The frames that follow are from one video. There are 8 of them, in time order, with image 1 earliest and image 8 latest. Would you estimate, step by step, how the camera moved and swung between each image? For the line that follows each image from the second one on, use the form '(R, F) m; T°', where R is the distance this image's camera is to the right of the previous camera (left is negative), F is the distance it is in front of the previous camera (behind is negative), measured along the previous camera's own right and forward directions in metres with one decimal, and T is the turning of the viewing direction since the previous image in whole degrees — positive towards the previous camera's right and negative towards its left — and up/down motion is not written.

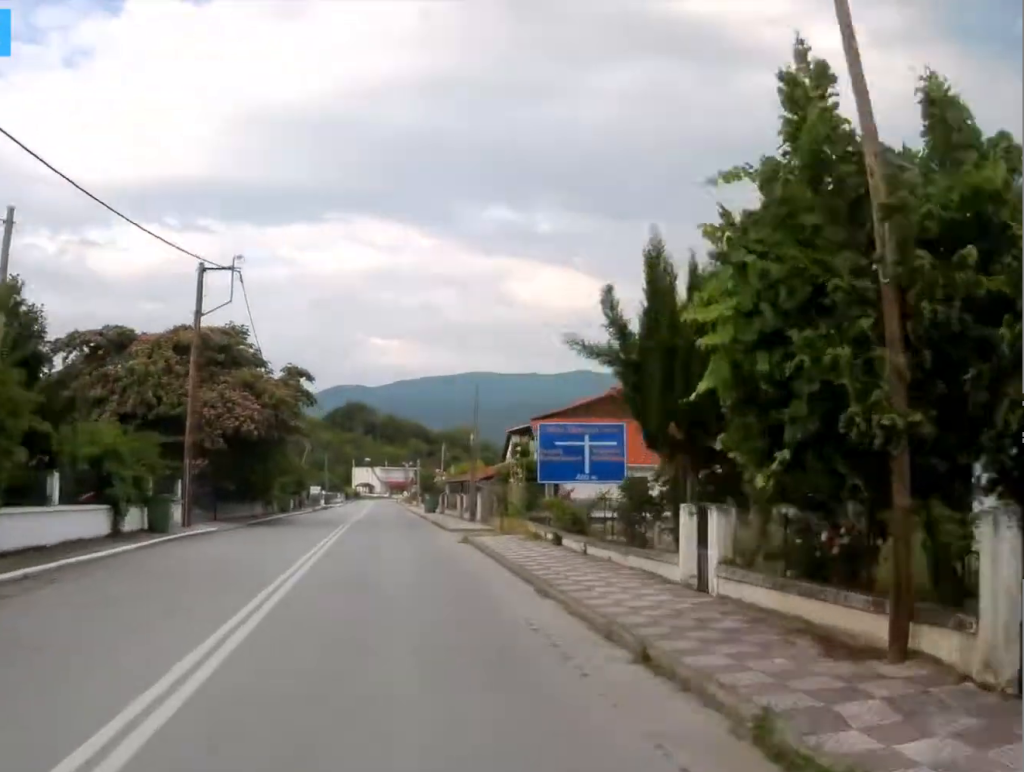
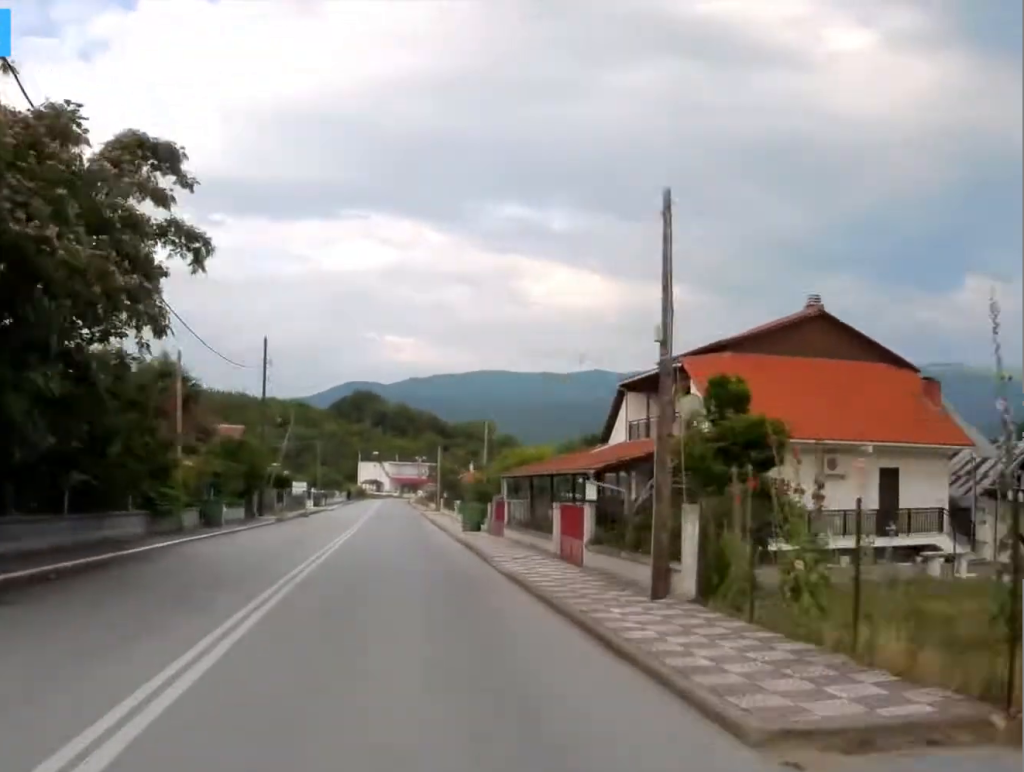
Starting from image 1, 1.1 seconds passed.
(-0.3, +27.3) m; -1°
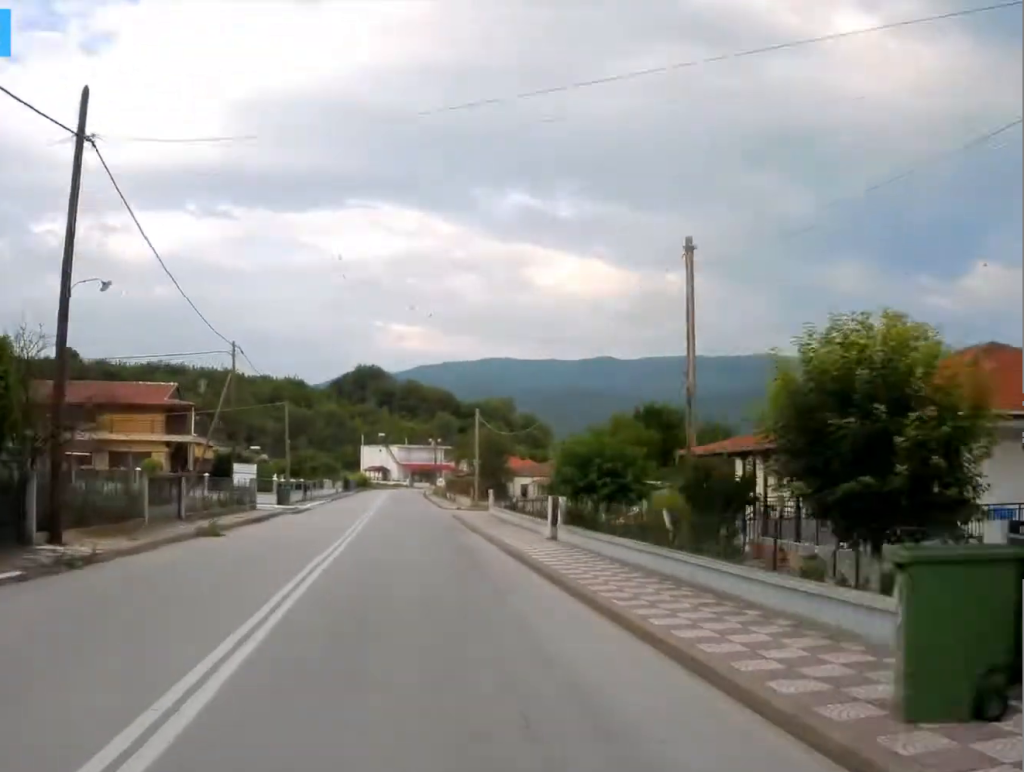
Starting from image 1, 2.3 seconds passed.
(-0.3, +28.3) m; -1°
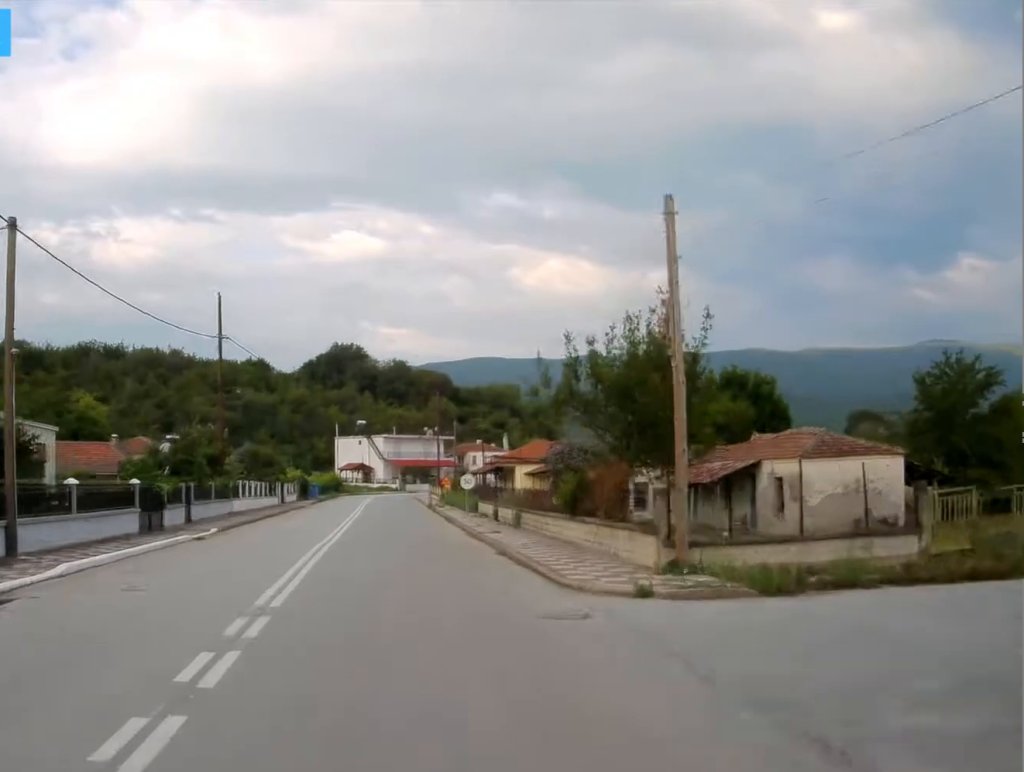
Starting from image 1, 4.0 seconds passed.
(+0.2, +38.7) m; 0°
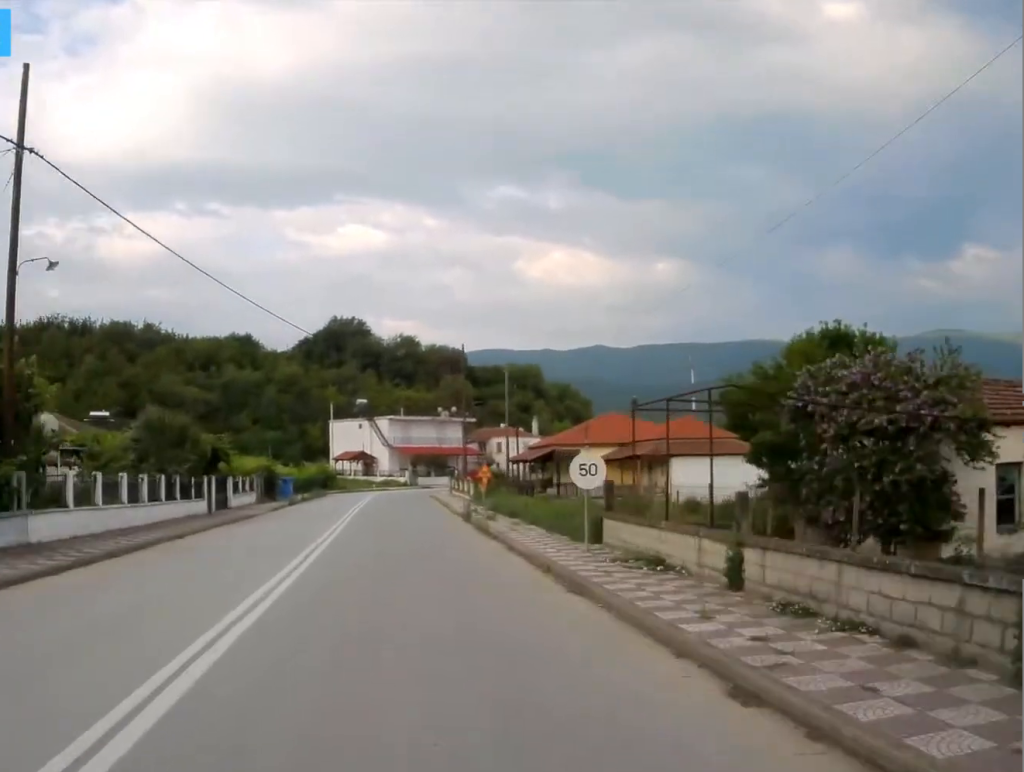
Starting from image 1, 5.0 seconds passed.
(-0.1, +24.8) m; 0°
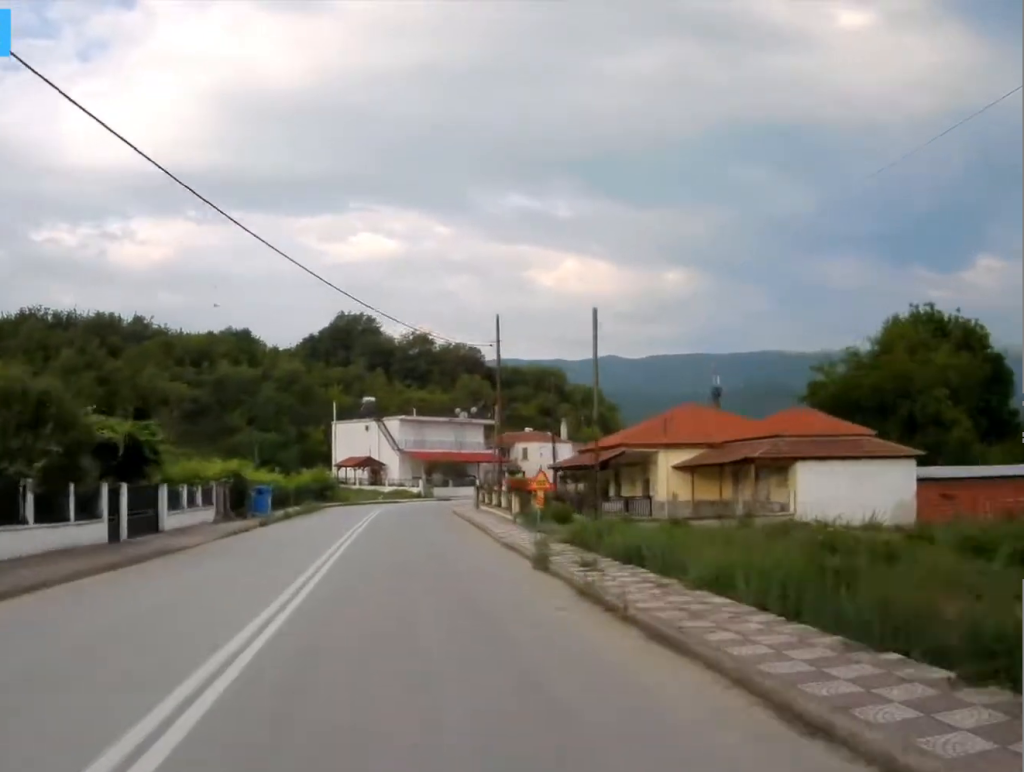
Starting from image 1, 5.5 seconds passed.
(-0.1, +14.1) m; 0°
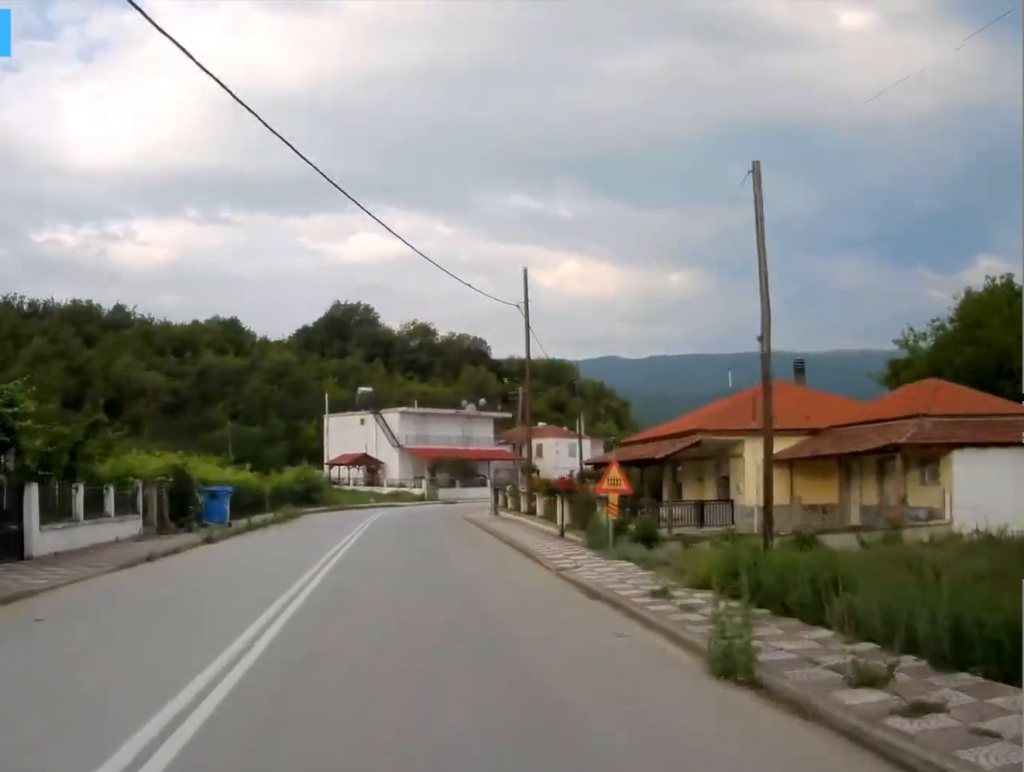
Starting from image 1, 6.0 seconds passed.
(0.0, +10.6) m; 0°
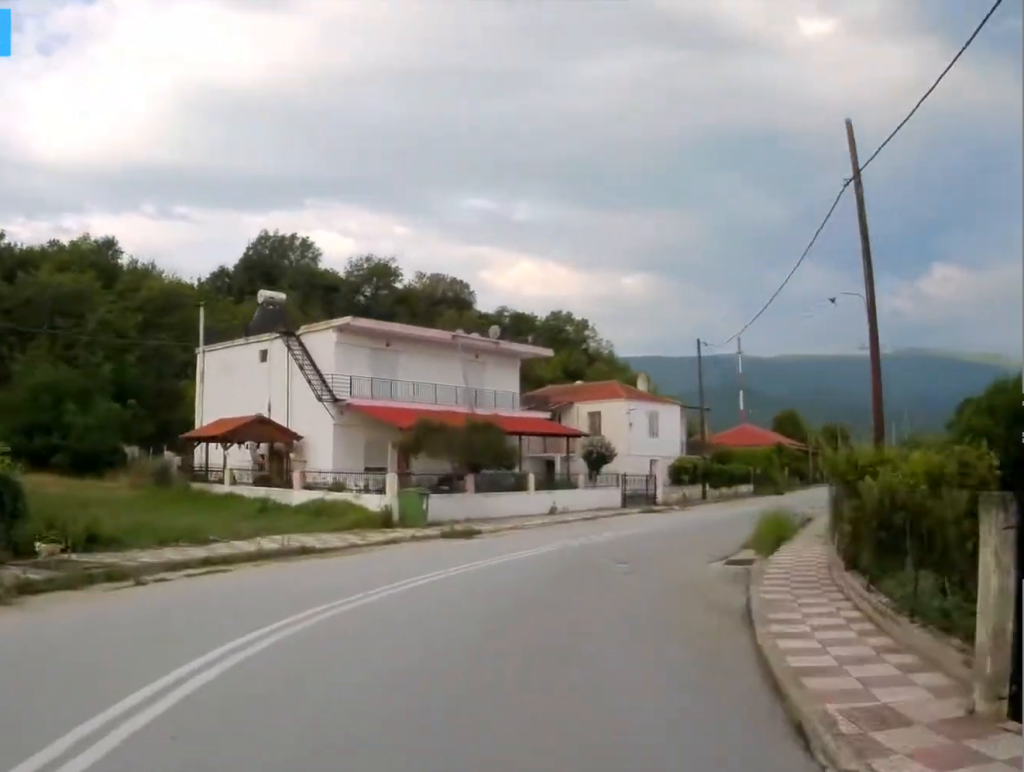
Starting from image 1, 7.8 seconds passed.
(+1.4, +41.6) m; +9°
